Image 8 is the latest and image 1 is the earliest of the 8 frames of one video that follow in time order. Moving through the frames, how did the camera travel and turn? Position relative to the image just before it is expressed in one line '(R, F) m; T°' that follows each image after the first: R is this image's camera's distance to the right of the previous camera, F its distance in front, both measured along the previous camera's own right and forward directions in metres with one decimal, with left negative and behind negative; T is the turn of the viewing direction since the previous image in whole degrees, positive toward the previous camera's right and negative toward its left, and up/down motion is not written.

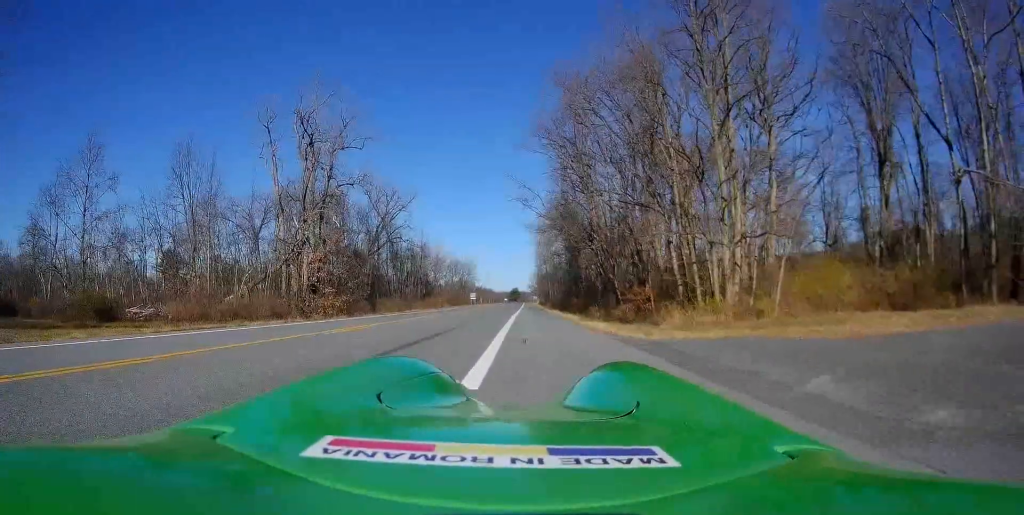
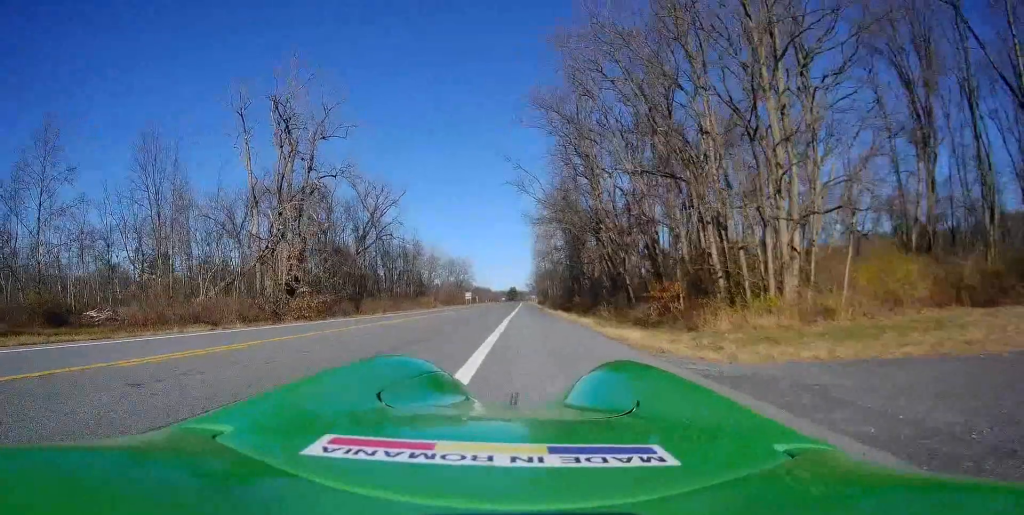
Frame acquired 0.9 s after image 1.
(-0.3, +6.6) m; -5°
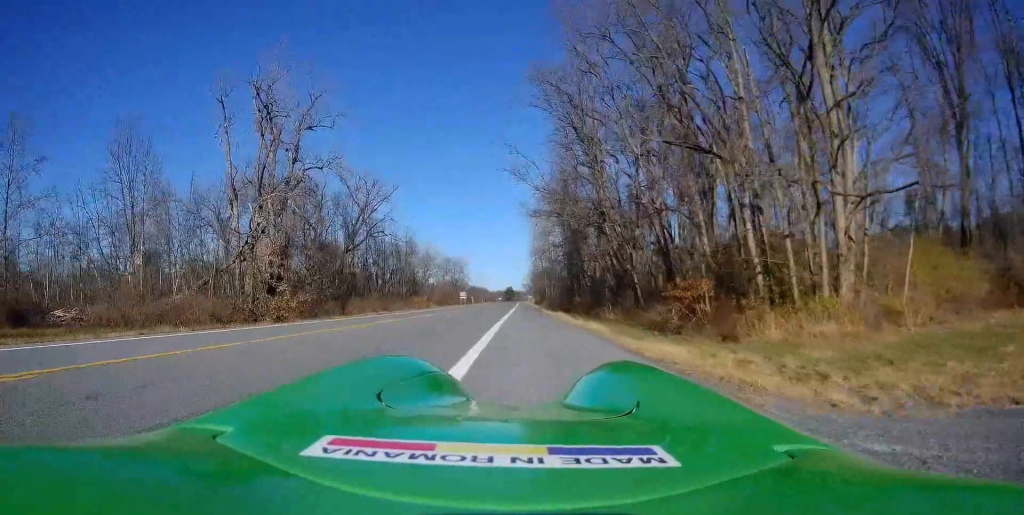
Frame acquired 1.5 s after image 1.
(-0.2, +4.5) m; 0°
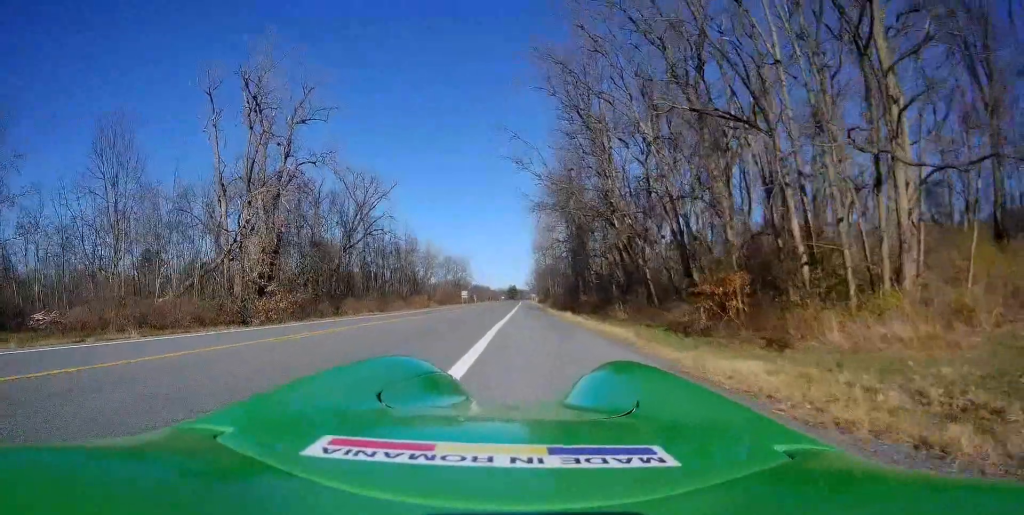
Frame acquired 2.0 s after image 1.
(-0.1, +3.0) m; 0°
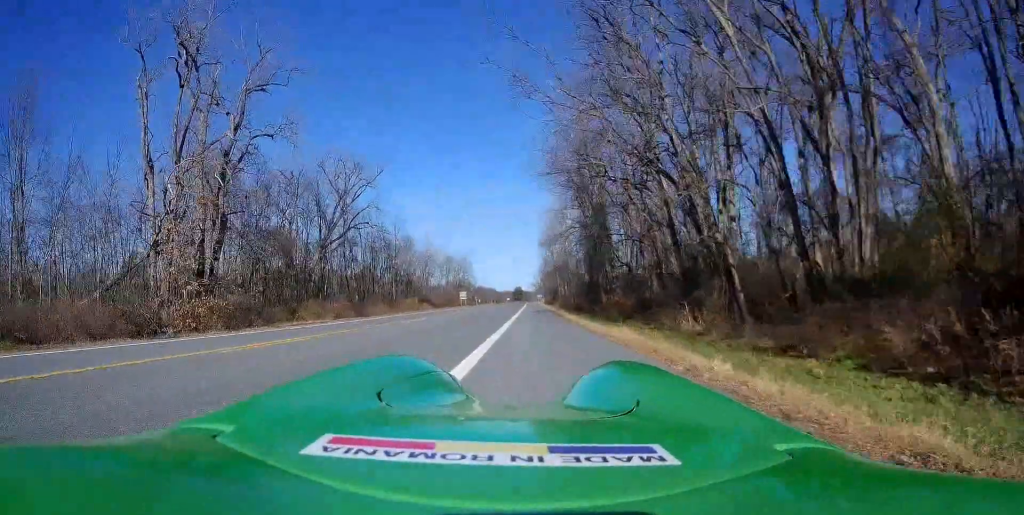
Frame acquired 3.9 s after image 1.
(+0.7, +13.9) m; +3°
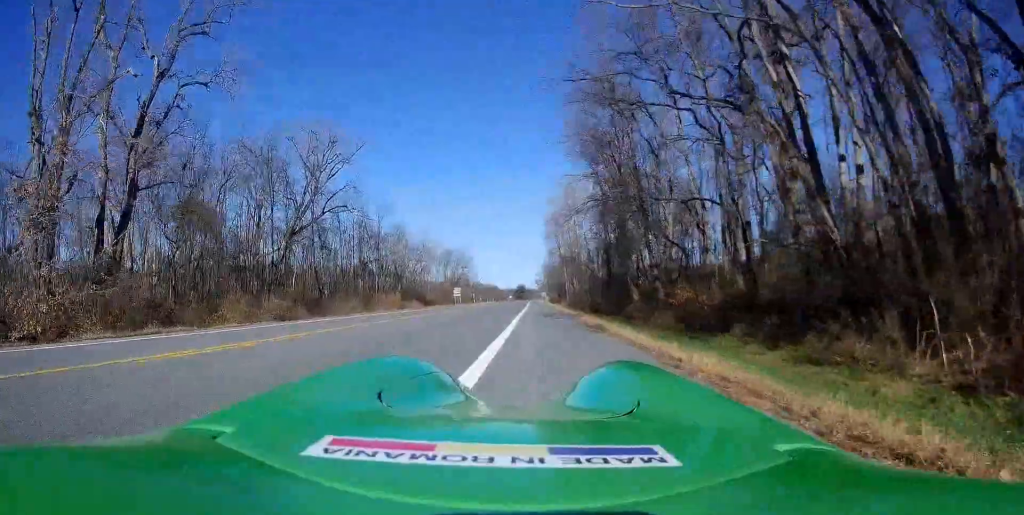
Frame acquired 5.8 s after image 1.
(0.0, +14.5) m; 0°
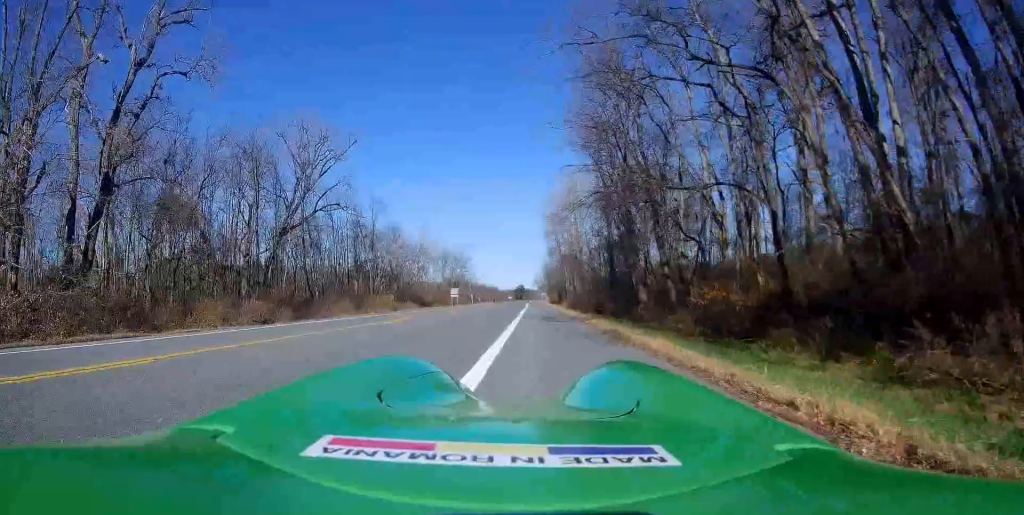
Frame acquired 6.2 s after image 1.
(0.0, +3.2) m; 0°
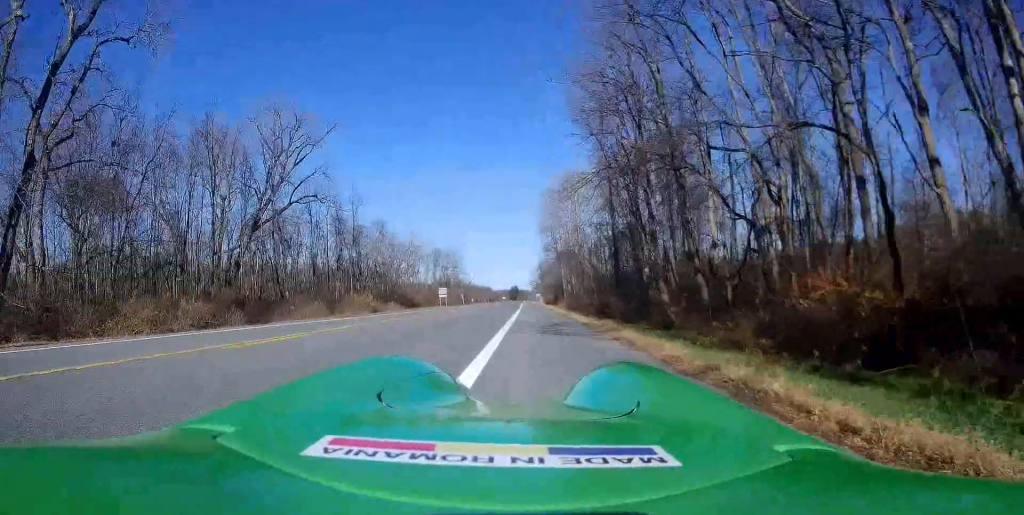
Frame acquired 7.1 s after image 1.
(0.0, +6.9) m; +1°
